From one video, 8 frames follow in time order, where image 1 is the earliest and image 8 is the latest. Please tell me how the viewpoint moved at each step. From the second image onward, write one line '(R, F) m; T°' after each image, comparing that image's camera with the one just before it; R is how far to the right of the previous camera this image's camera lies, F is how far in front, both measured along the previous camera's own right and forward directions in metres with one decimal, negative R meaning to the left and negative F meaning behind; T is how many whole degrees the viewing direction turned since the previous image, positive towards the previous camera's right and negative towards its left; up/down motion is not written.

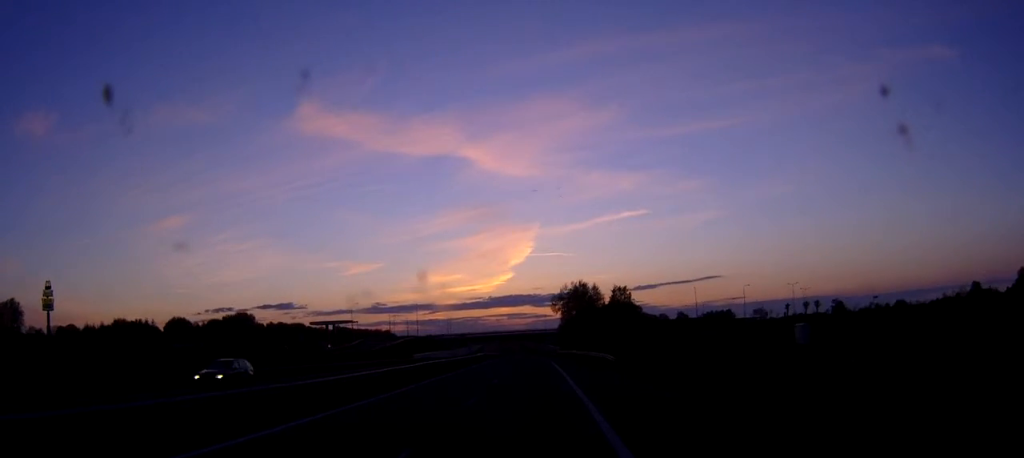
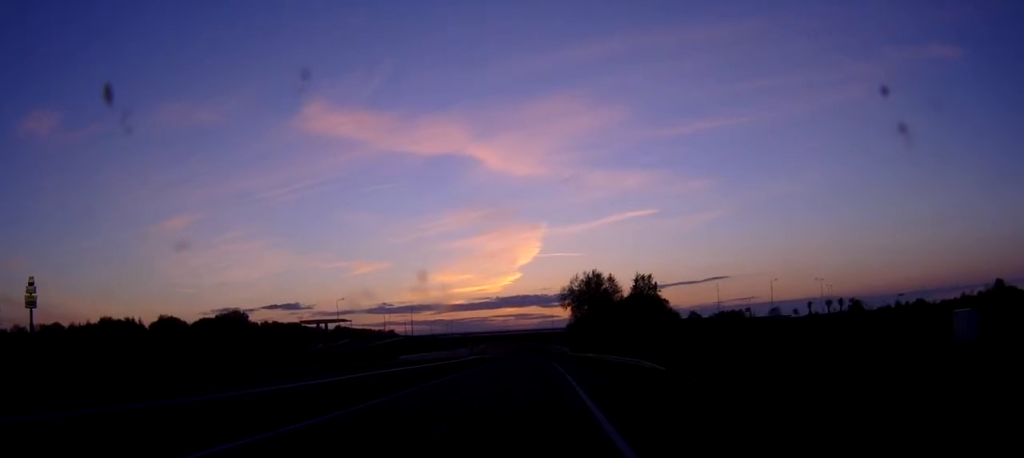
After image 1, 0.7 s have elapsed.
(-0.1, +19.3) m; -1°
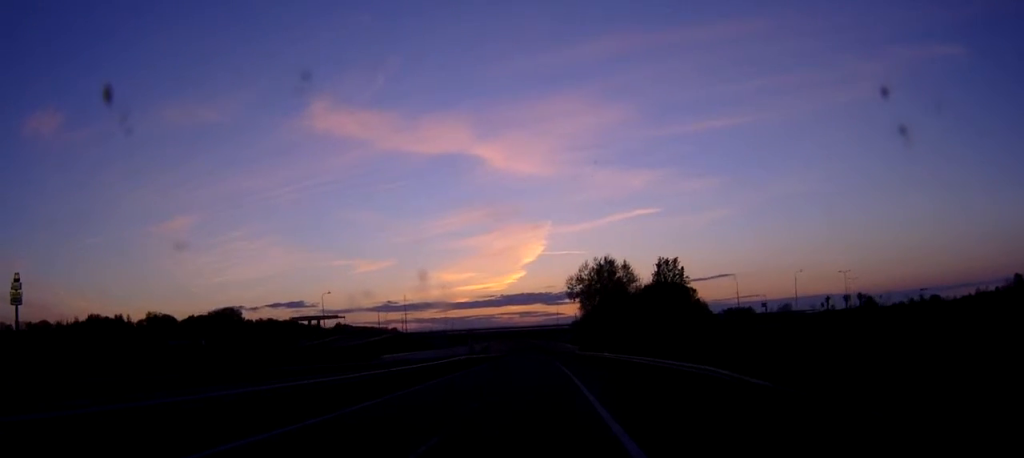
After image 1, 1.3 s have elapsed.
(-0.2, +14.9) m; 0°
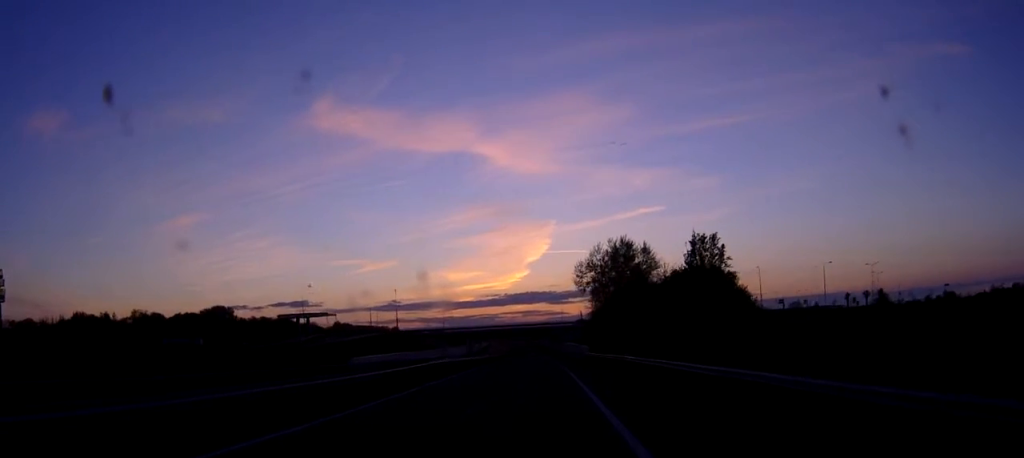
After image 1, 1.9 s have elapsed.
(0.0, +15.8) m; 0°
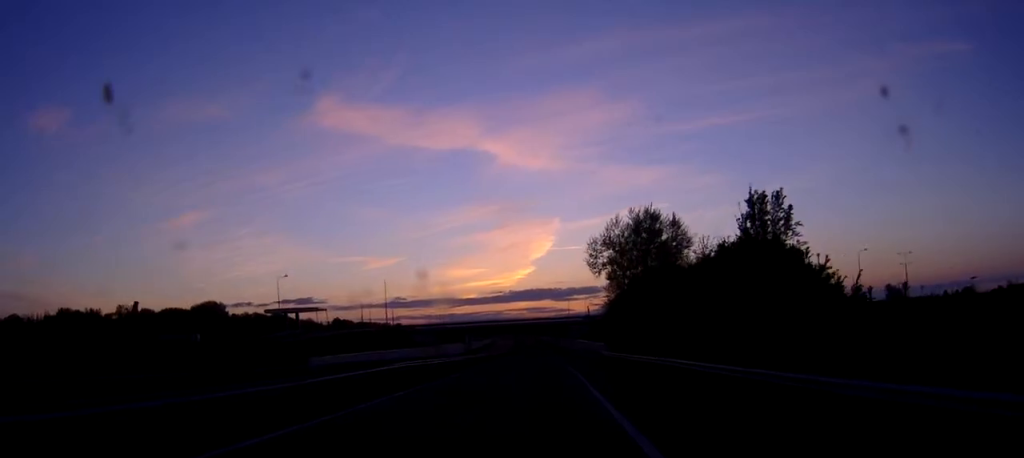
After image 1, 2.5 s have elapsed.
(+0.1, +15.9) m; 0°
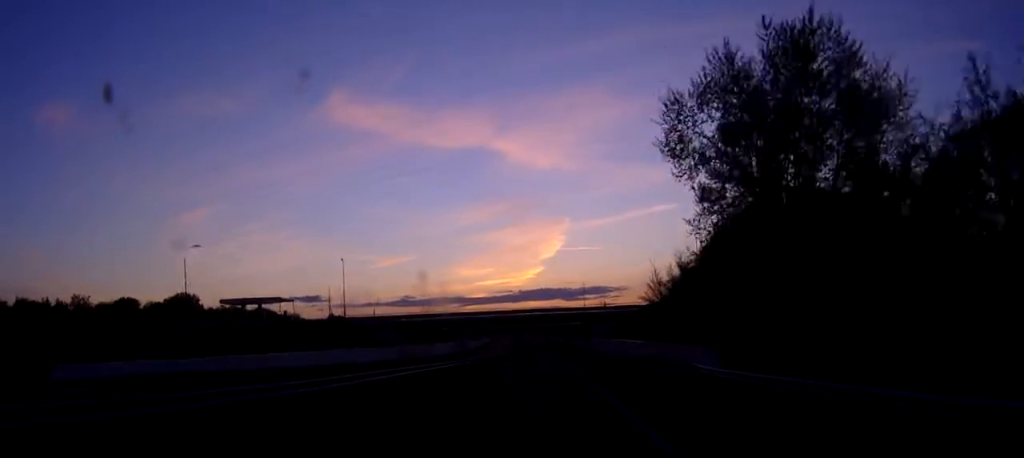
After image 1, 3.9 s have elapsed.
(-0.6, +38.2) m; -1°
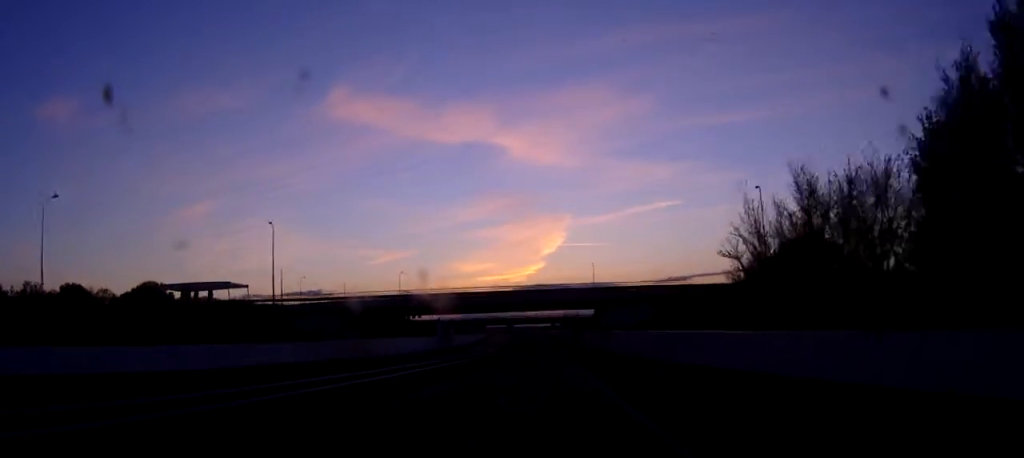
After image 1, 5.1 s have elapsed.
(-0.1, +30.9) m; 0°
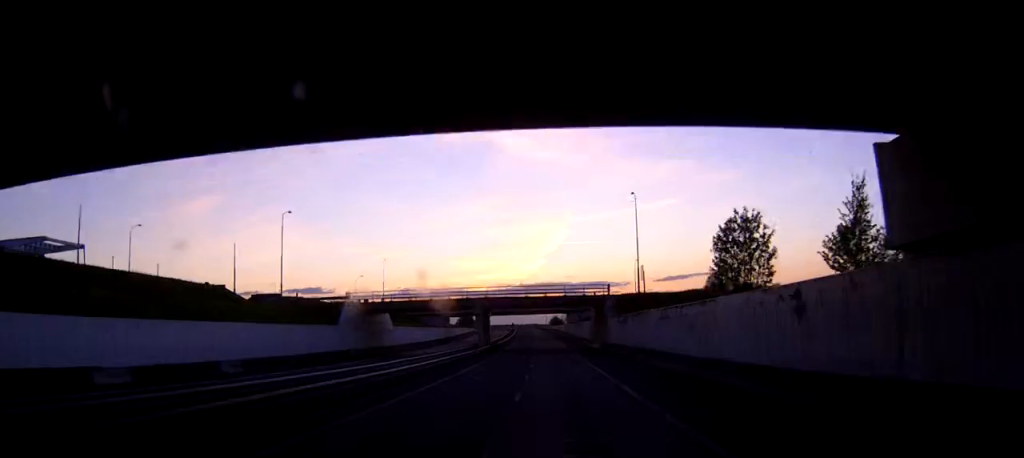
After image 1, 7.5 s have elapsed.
(+0.2, +64.1) m; +1°
